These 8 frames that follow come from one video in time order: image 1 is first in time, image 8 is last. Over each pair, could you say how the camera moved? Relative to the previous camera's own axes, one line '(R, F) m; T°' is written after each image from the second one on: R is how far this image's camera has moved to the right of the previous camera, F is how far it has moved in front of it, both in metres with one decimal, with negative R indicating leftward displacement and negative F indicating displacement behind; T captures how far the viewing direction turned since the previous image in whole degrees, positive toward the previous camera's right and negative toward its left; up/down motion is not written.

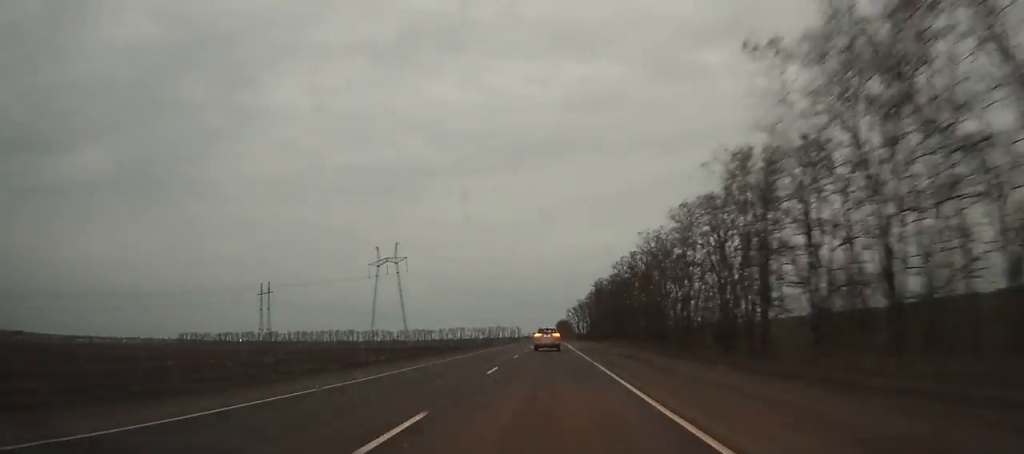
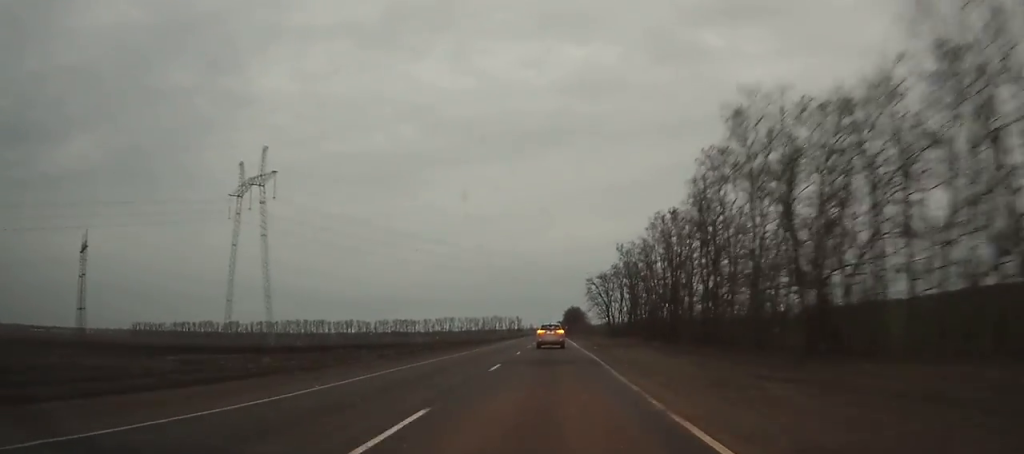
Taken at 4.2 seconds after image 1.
(-0.2, +108.6) m; 0°
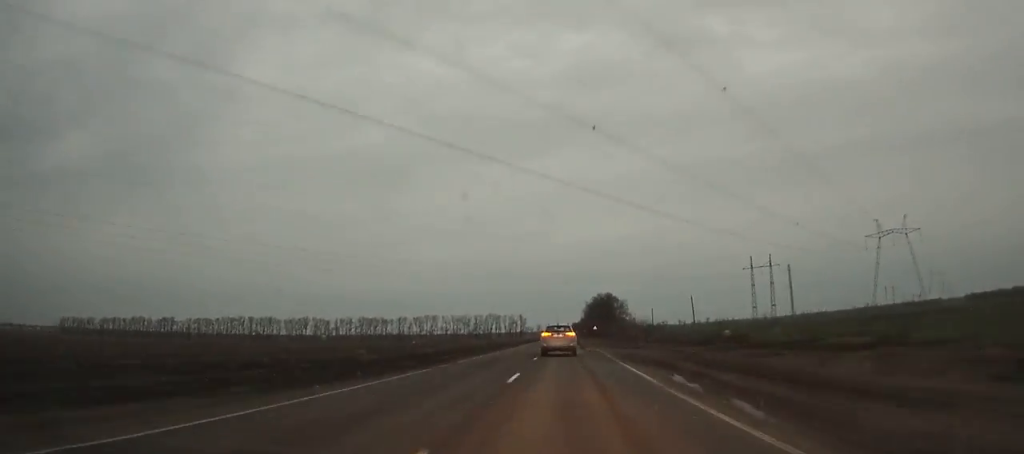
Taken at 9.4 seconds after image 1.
(-1.1, +130.7) m; 0°
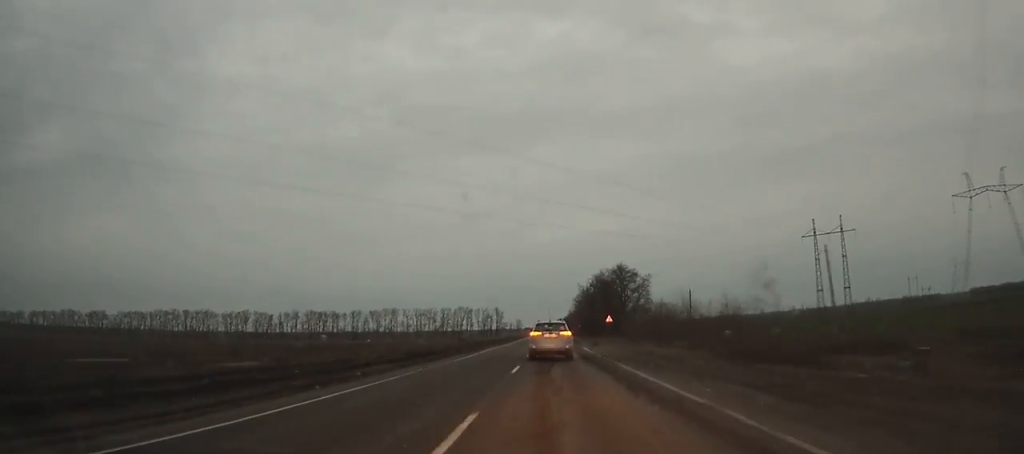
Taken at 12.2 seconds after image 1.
(+0.5, +66.0) m; +1°
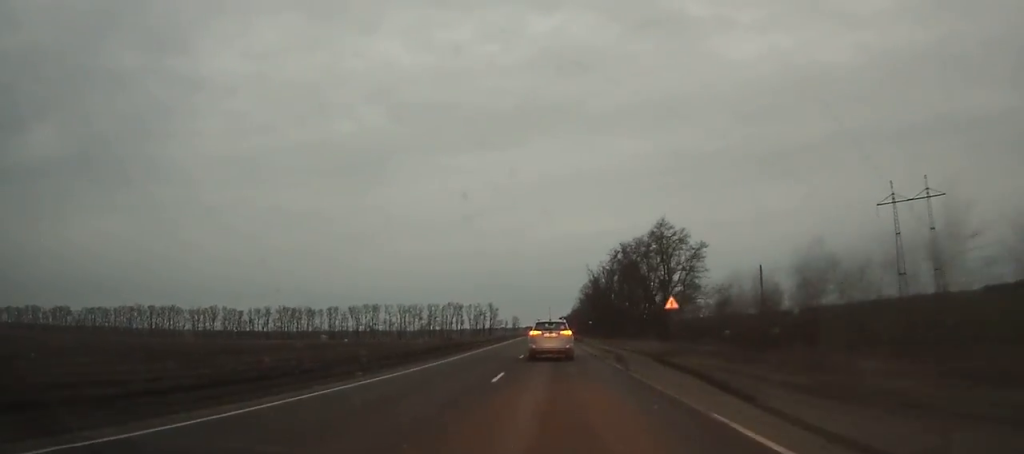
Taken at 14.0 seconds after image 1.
(+0.1, +40.9) m; 0°
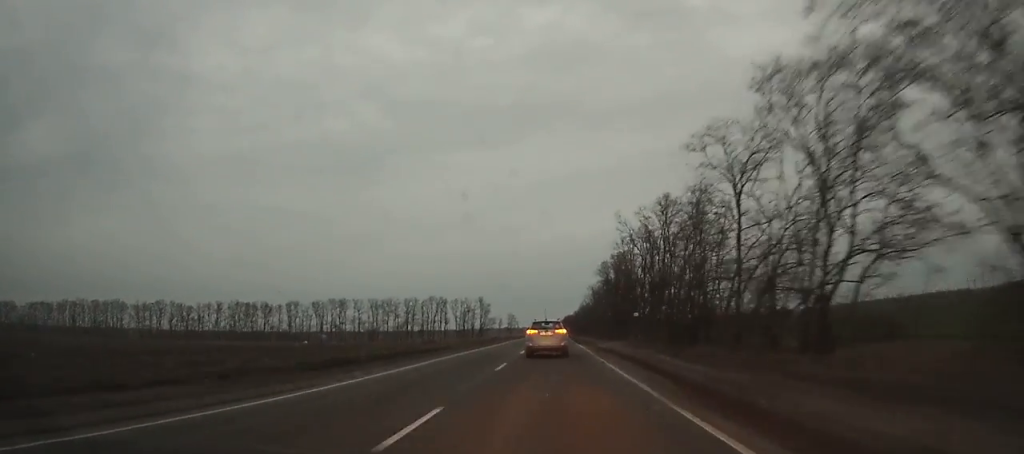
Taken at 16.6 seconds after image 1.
(0.0, +57.7) m; 0°
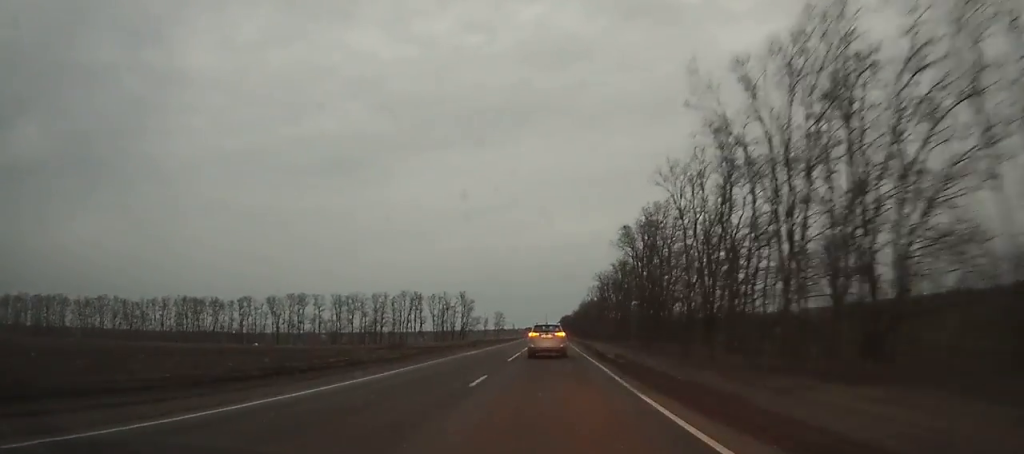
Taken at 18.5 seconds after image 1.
(-0.1, +41.4) m; 0°
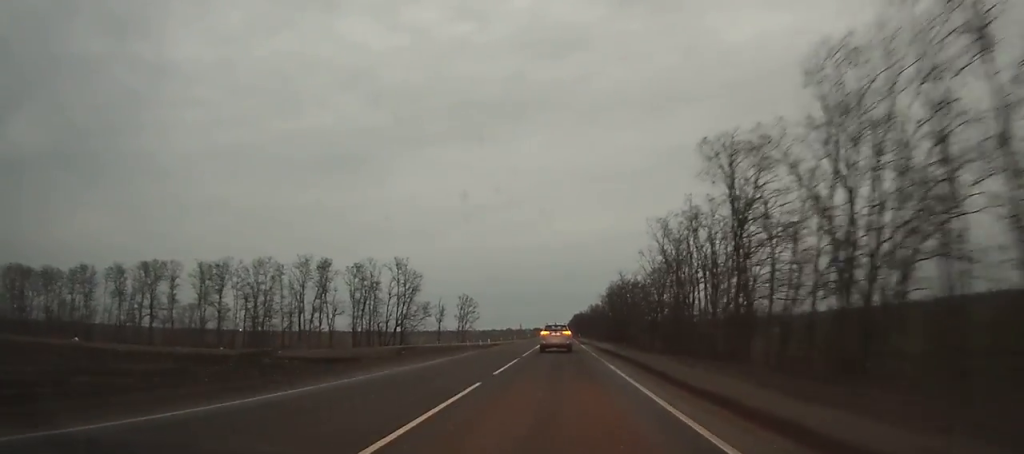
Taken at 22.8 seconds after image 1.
(-0.1, +94.3) m; 0°
